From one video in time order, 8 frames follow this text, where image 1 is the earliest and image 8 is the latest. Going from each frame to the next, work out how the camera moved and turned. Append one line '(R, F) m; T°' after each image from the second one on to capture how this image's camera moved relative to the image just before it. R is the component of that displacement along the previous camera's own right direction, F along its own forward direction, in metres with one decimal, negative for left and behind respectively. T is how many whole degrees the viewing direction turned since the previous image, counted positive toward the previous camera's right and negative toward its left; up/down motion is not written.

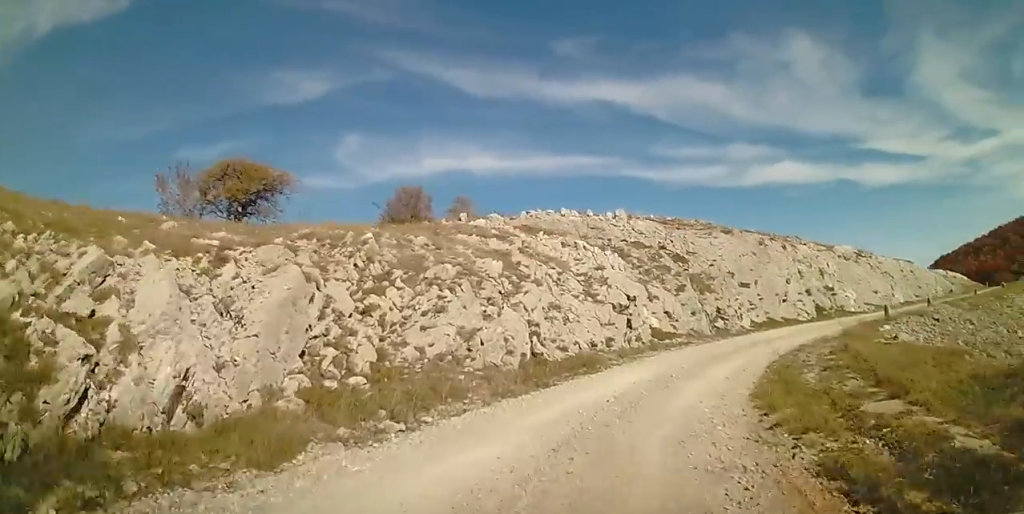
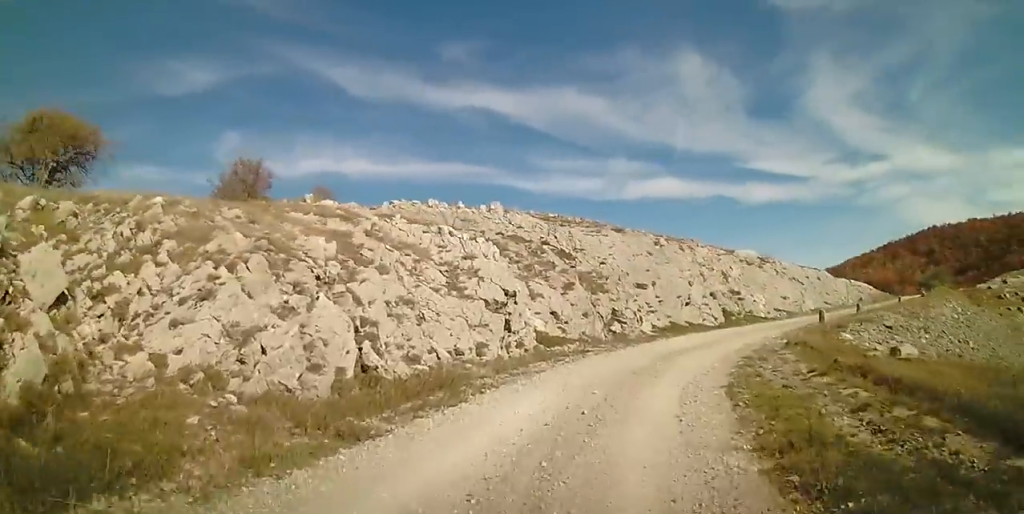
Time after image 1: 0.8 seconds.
(+0.6, +4.6) m; +9°
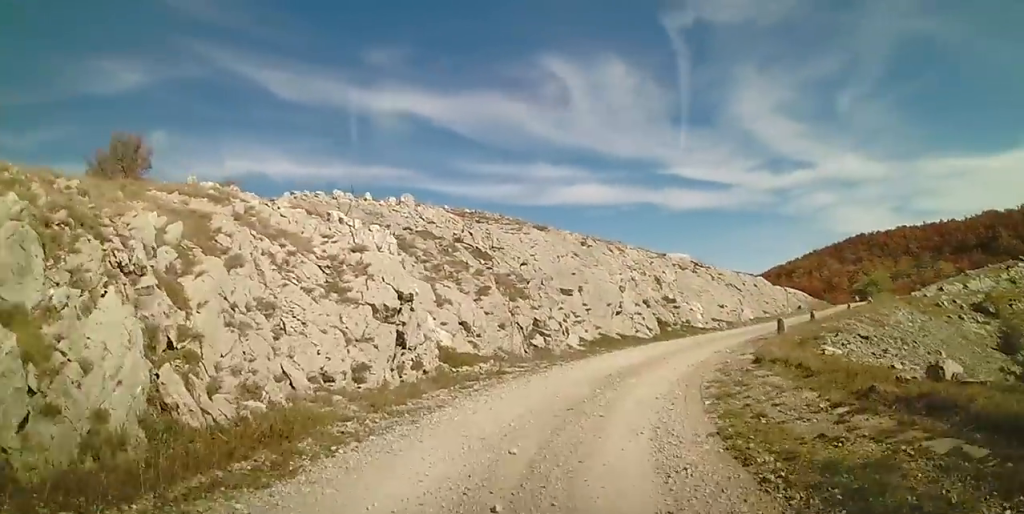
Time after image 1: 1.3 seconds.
(0.0, +3.3) m; +6°
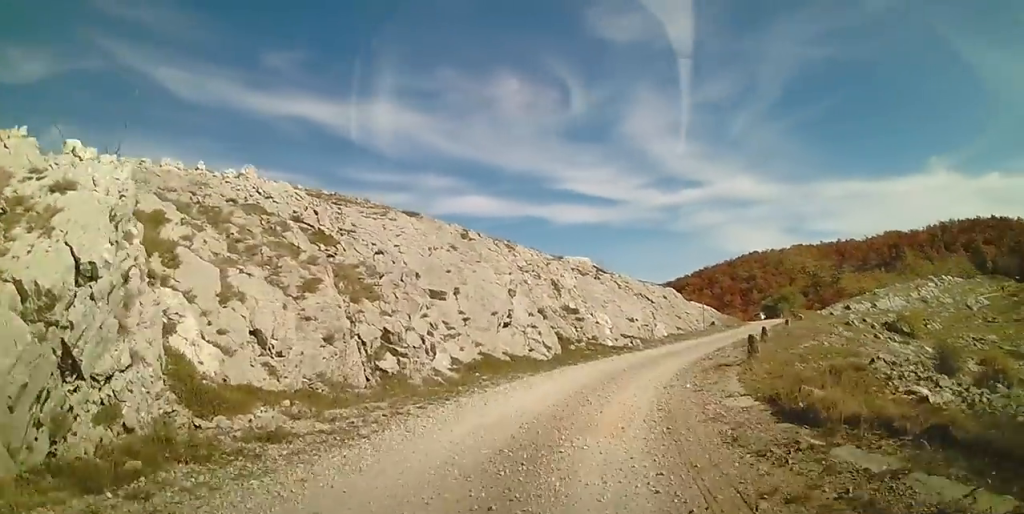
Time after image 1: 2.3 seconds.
(+0.8, +6.1) m; +14°
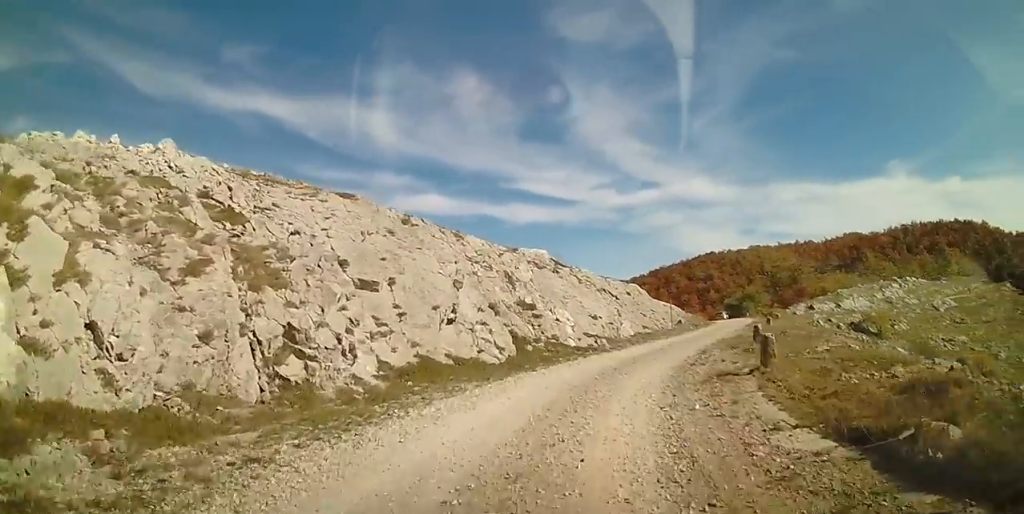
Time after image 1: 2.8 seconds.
(+0.2, +3.0) m; +7°
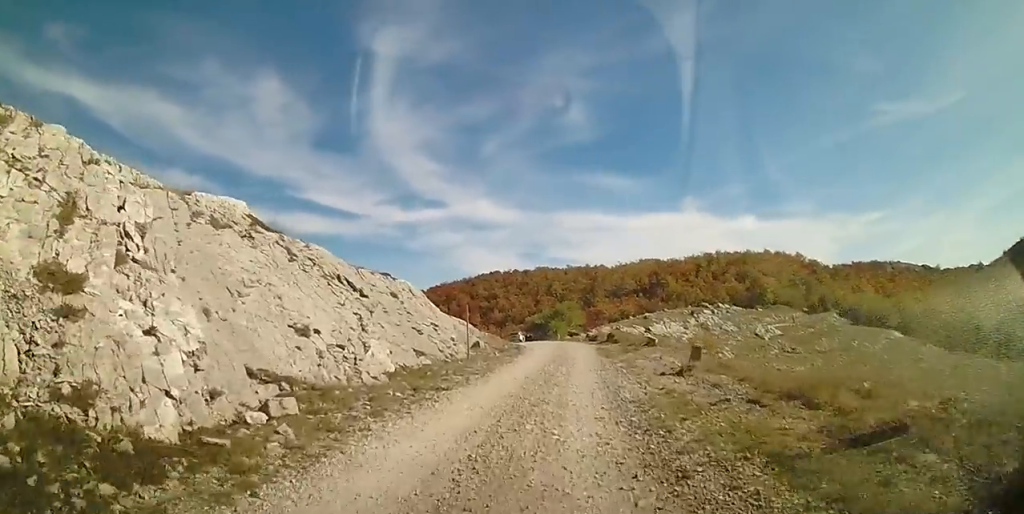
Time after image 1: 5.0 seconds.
(+2.3, +14.3) m; +17°
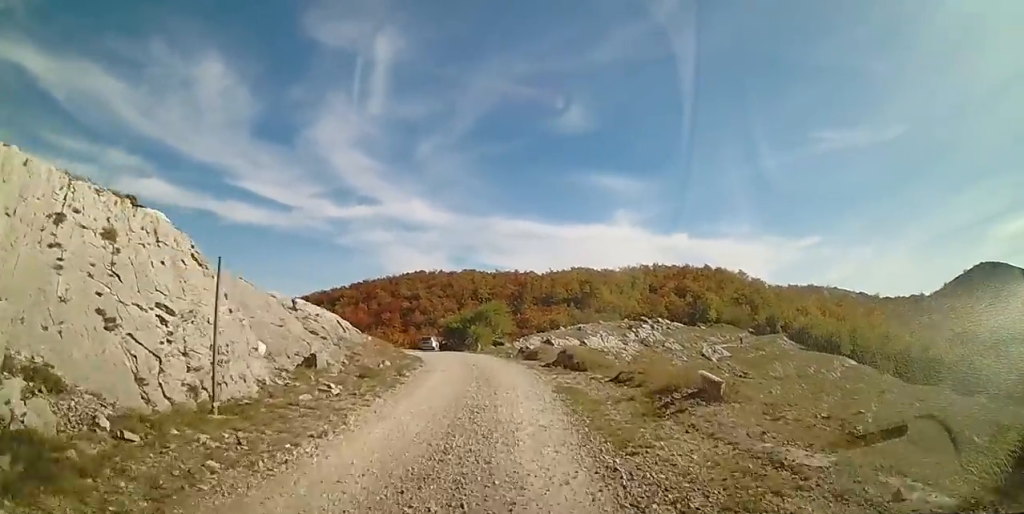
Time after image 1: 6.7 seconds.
(+0.9, +12.9) m; +8°
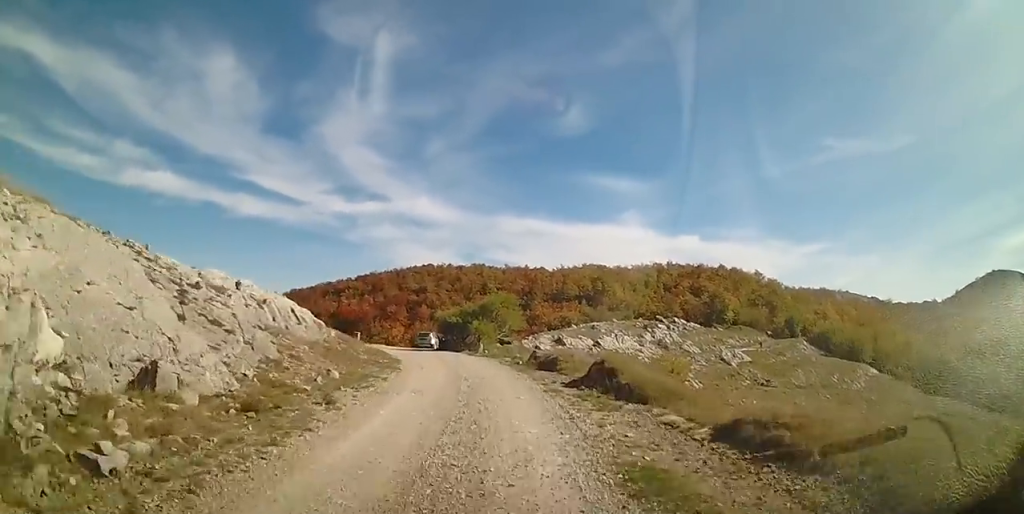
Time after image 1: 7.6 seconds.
(+0.5, +6.5) m; 0°
